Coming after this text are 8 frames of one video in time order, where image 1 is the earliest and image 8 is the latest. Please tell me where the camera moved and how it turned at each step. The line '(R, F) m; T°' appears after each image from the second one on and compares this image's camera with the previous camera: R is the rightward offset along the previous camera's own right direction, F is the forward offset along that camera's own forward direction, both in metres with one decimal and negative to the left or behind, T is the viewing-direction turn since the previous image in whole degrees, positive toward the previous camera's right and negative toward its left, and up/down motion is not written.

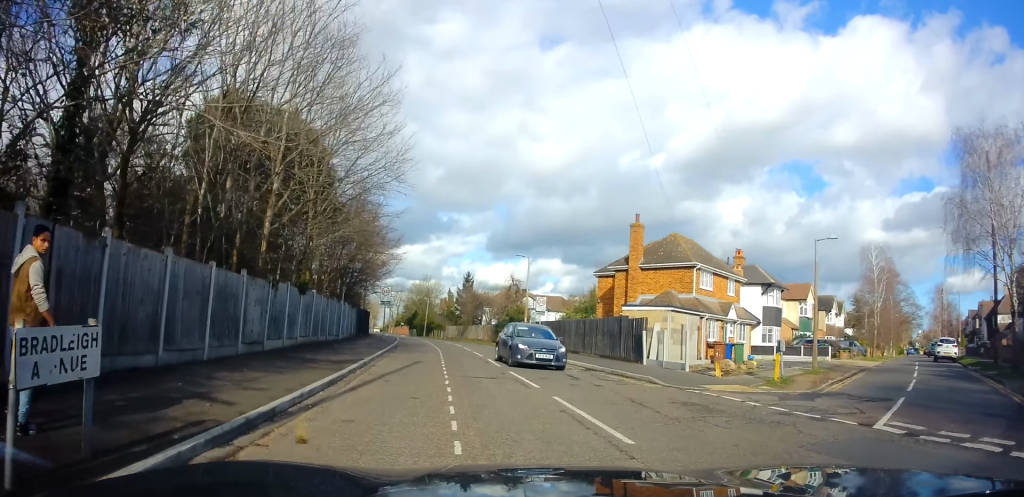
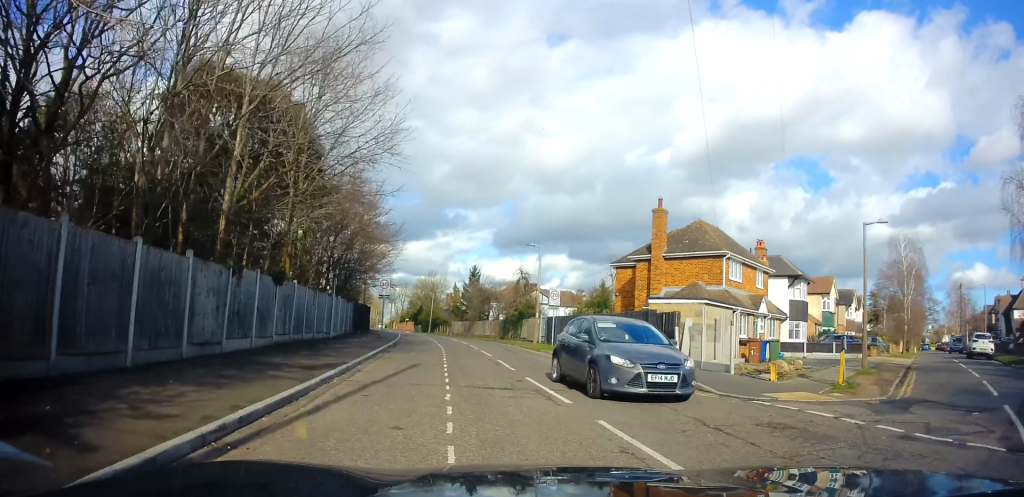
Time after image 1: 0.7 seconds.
(-0.2, +3.0) m; -2°
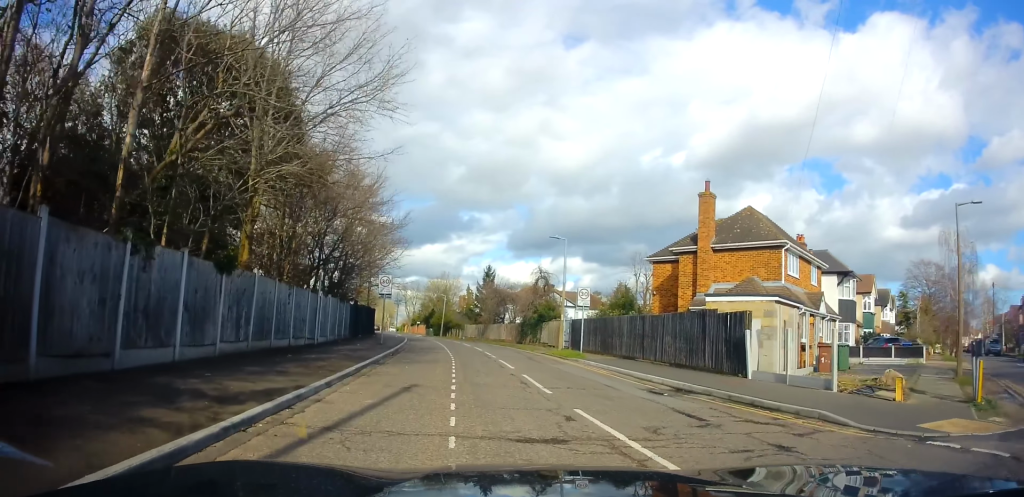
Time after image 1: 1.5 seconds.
(-0.2, +4.4) m; -2°
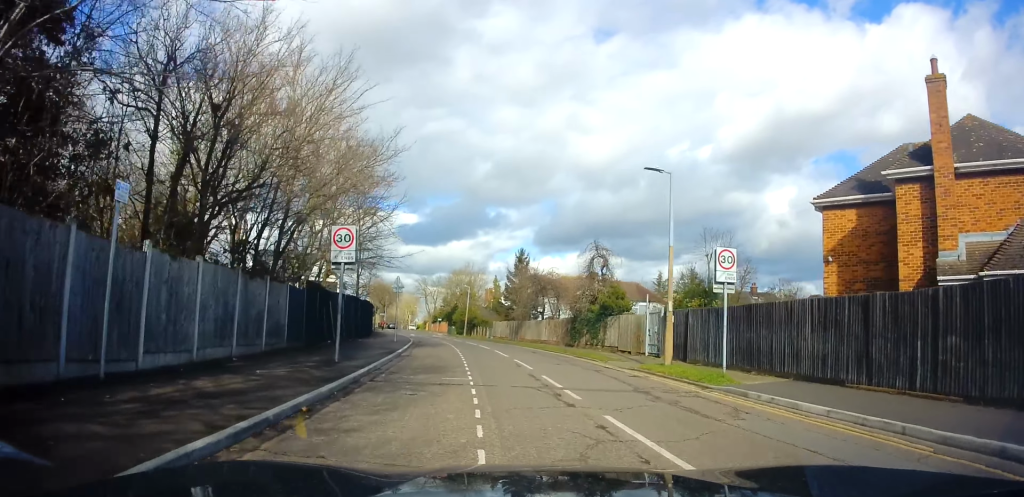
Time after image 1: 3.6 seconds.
(-0.6, +12.9) m; -4°
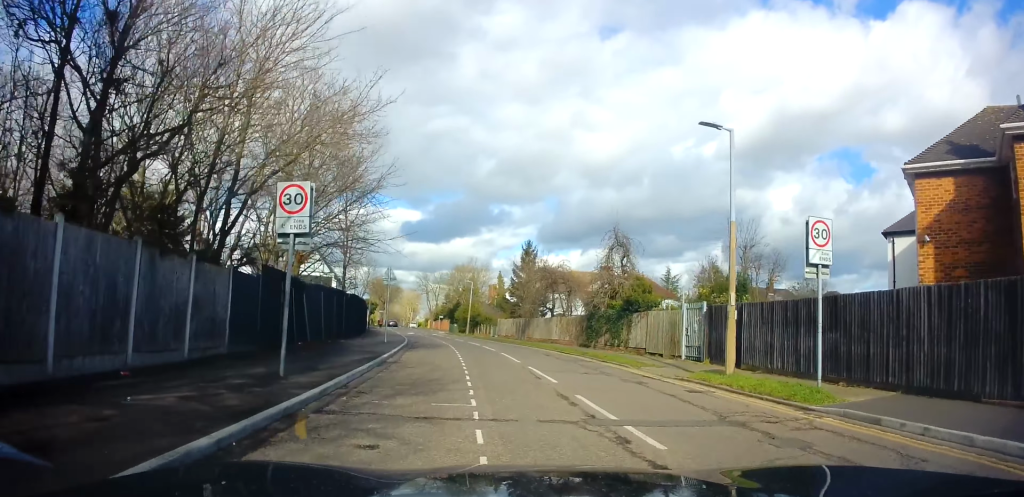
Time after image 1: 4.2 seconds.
(-0.1, +4.0) m; +1°
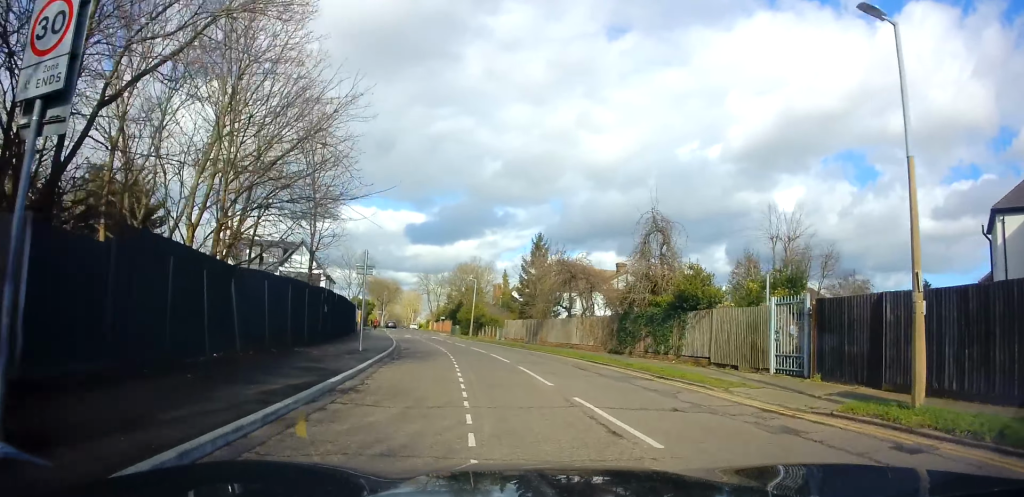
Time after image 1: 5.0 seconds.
(+0.2, +6.2) m; 0°
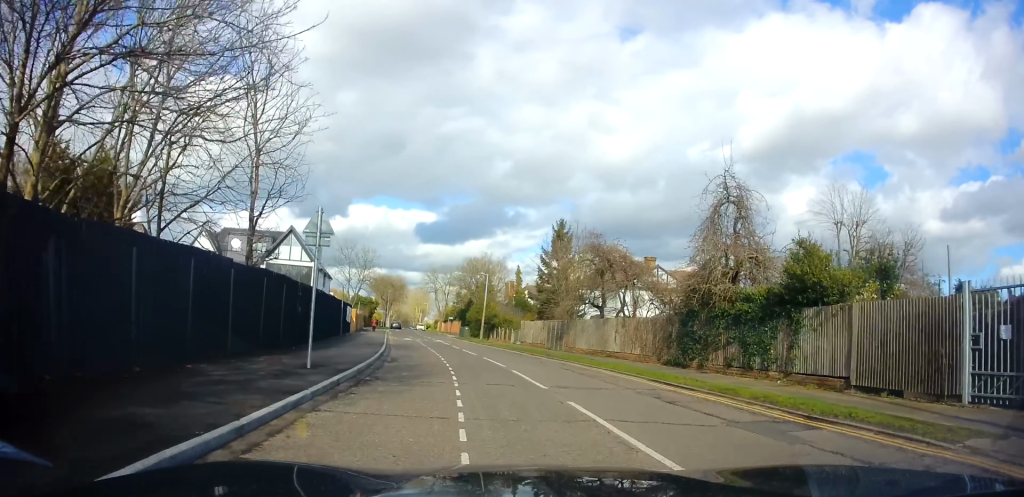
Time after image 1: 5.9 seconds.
(-0.2, +6.6) m; -2°
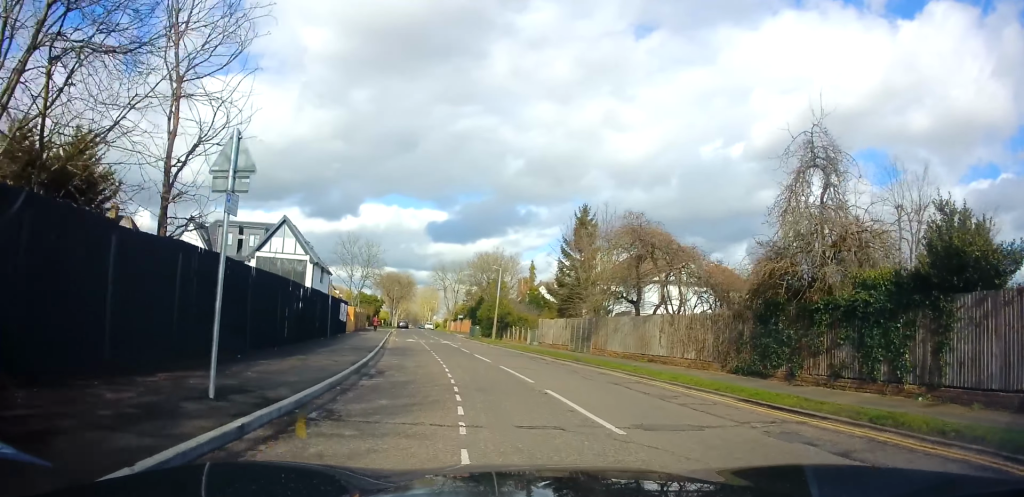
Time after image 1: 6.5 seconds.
(-0.1, +4.7) m; -1°
